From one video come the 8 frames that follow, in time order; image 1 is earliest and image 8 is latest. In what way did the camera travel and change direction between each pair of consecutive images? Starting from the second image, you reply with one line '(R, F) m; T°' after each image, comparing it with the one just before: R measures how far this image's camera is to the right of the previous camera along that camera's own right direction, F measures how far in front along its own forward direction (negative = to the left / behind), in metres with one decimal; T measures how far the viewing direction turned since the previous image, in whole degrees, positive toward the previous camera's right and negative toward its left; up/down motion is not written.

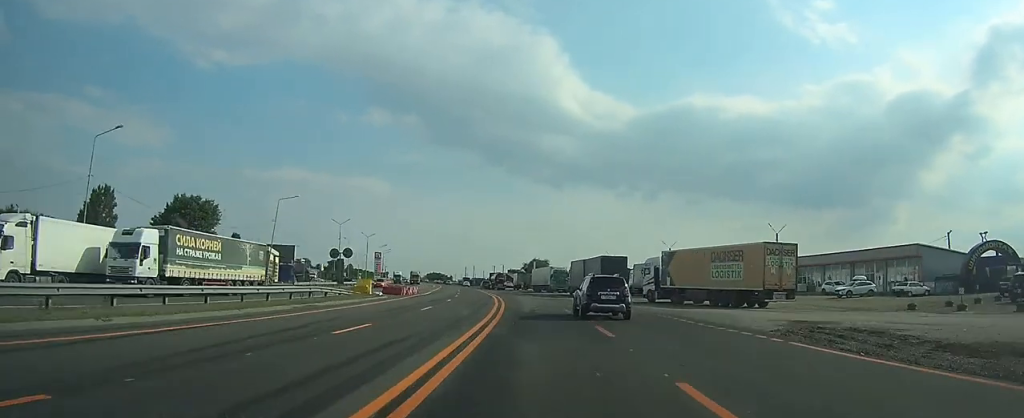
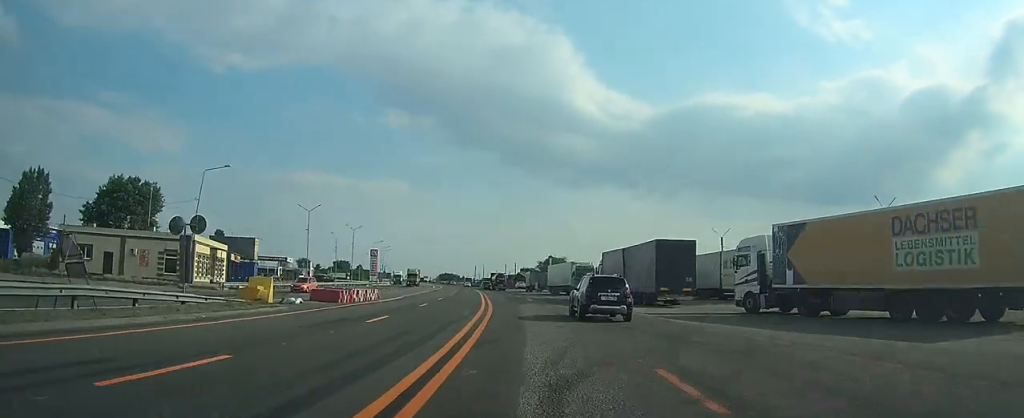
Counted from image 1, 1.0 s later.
(-0.4, +20.4) m; -1°
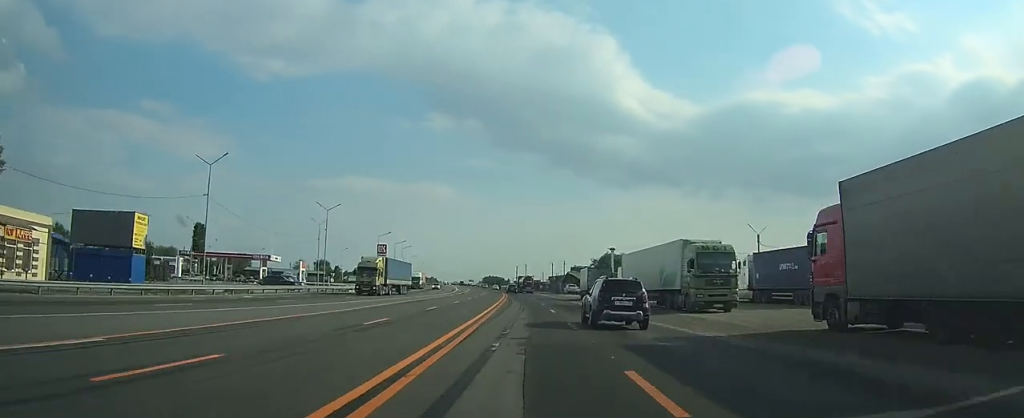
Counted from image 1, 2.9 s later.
(+0.1, +35.9) m; 0°
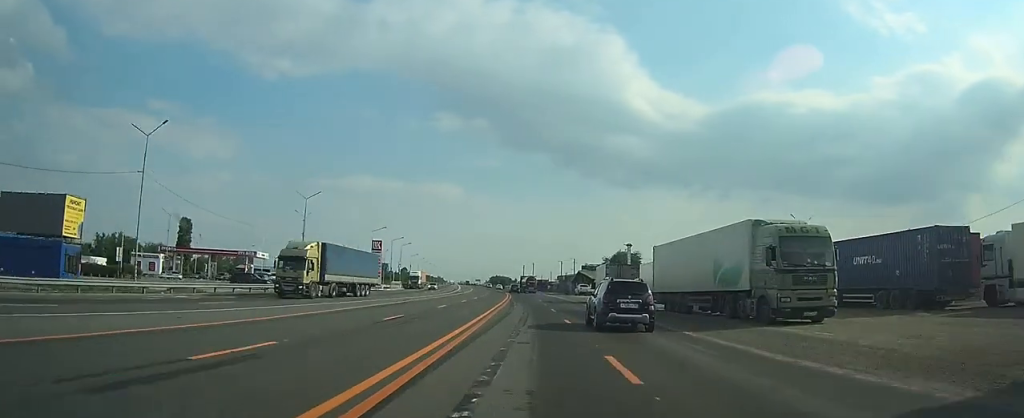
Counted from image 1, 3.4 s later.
(0.0, +9.8) m; -1°
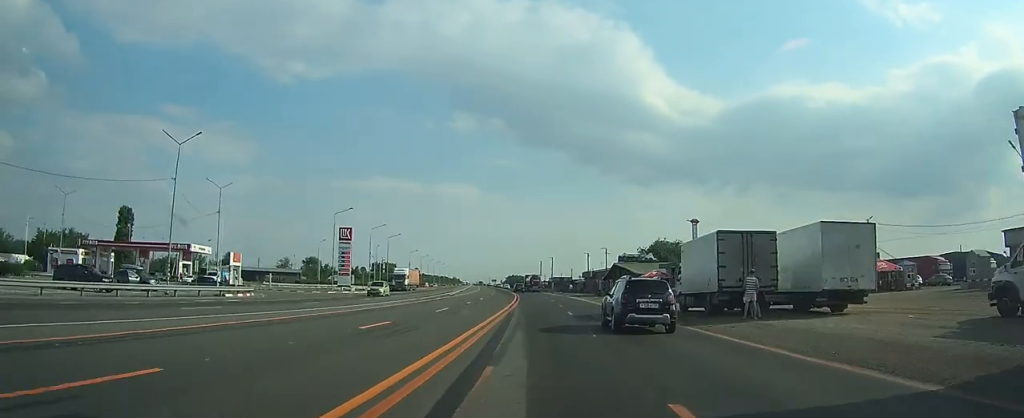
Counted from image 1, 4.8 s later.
(-1.0, +28.5) m; -3°
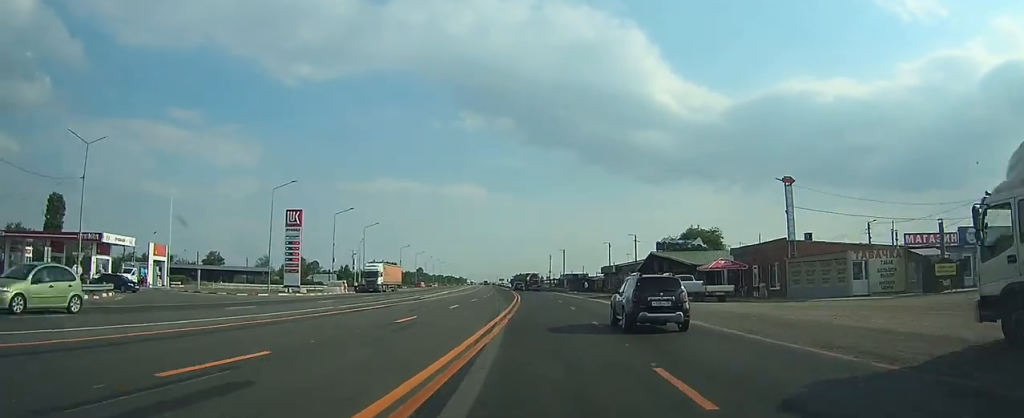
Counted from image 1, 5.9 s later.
(-0.2, +21.6) m; -1°
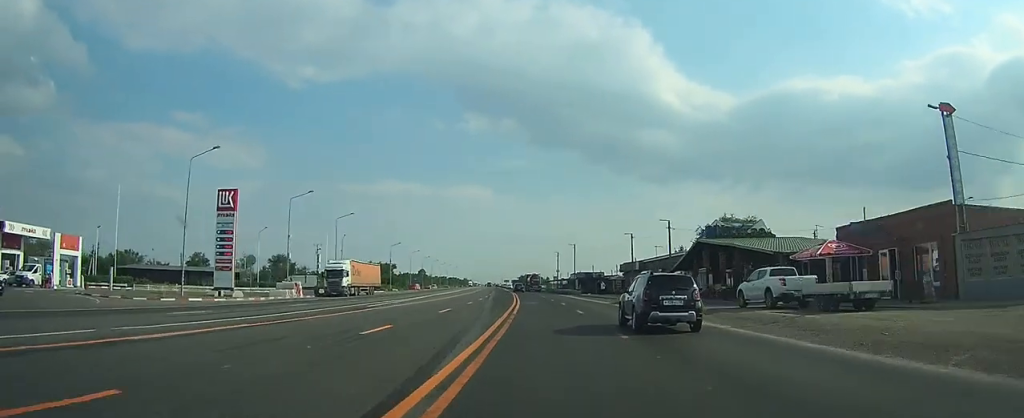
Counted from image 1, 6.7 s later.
(0.0, +16.3) m; -1°
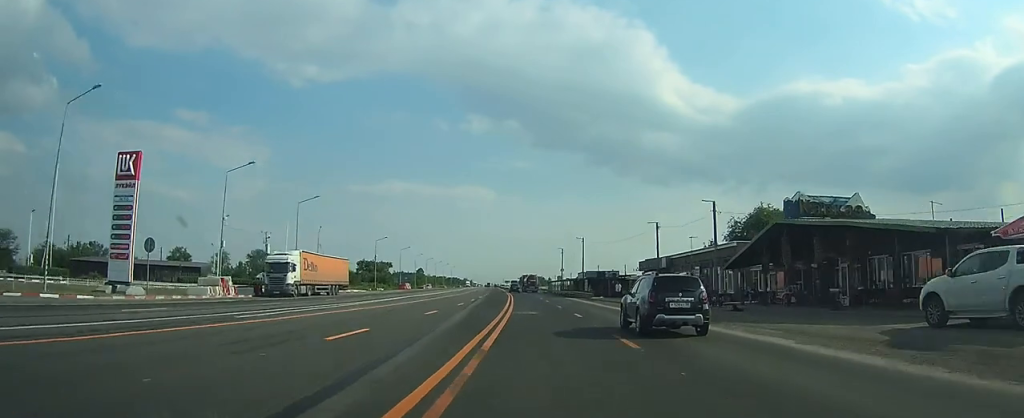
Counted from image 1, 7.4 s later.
(-0.1, +14.3) m; -1°
